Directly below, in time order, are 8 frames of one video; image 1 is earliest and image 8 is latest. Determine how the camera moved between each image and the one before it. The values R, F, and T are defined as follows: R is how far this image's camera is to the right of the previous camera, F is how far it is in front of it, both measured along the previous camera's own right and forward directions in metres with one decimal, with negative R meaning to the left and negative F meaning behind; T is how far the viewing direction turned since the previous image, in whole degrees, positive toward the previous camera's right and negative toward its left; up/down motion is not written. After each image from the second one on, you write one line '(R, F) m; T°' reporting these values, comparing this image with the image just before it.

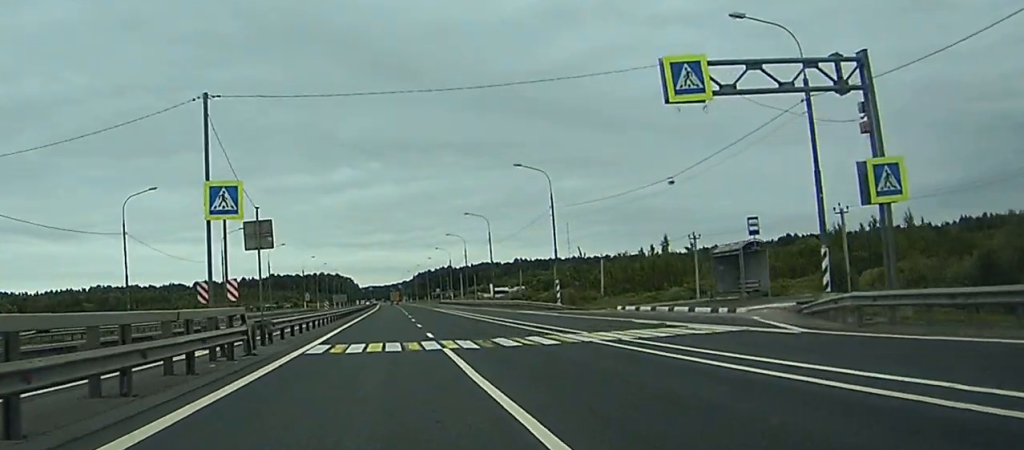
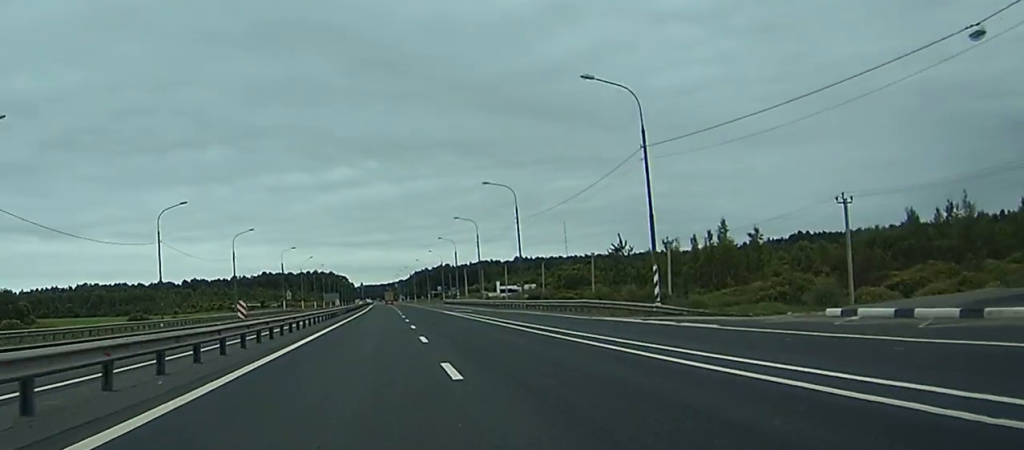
(0.0, +27.8) m; 0°
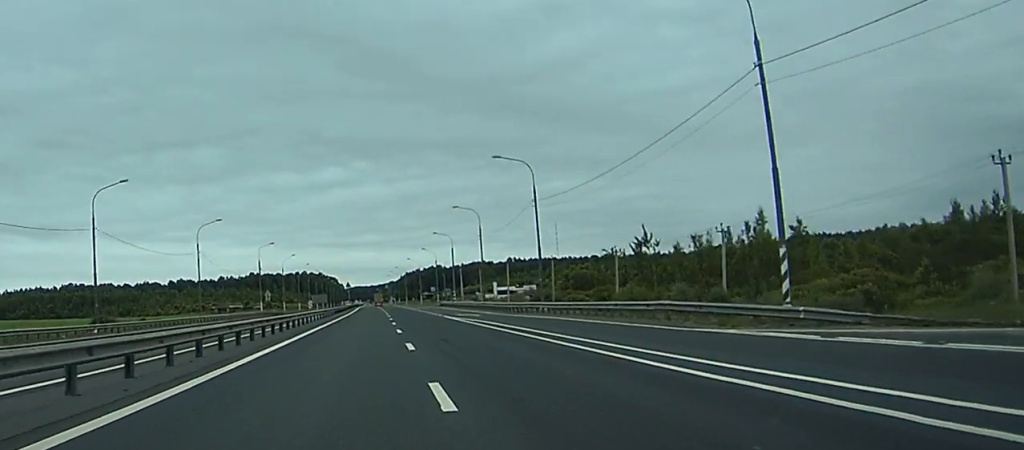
(0.0, +15.6) m; 0°
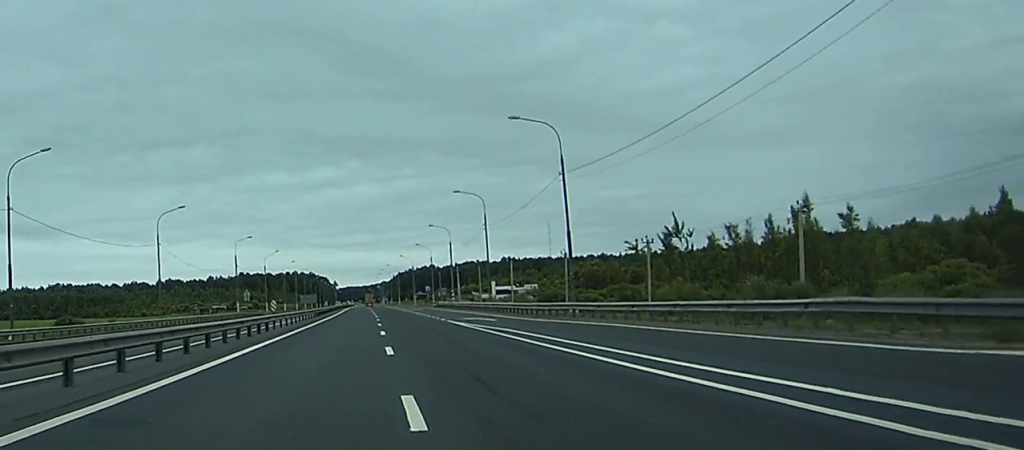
(0.0, +13.6) m; 0°
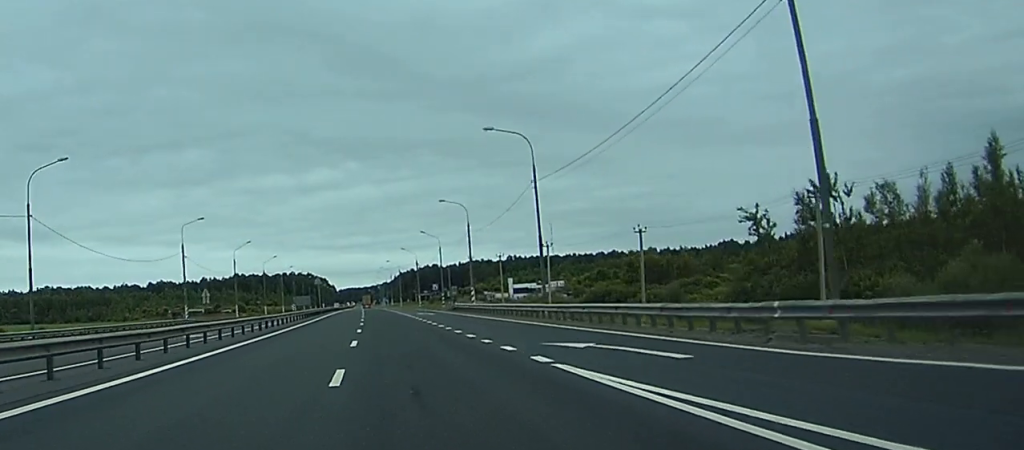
(+0.1, +30.3) m; 0°
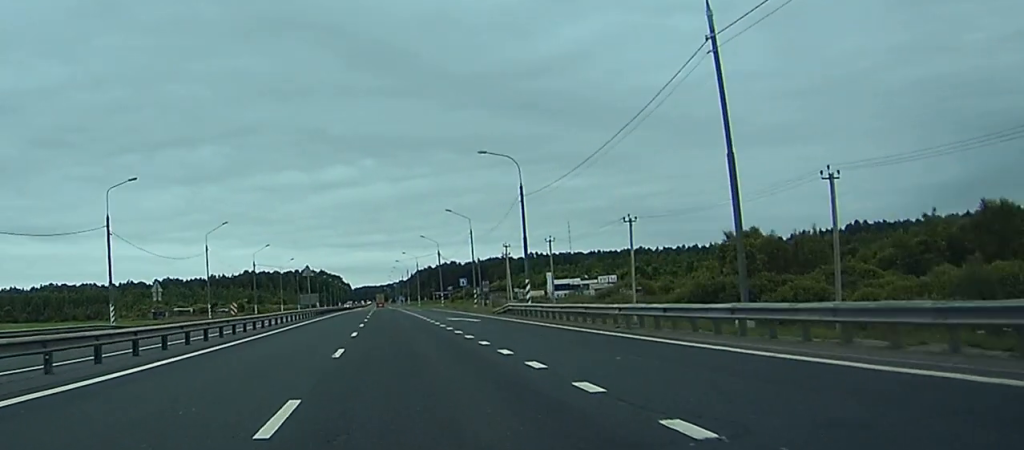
(0.0, +28.2) m; 0°
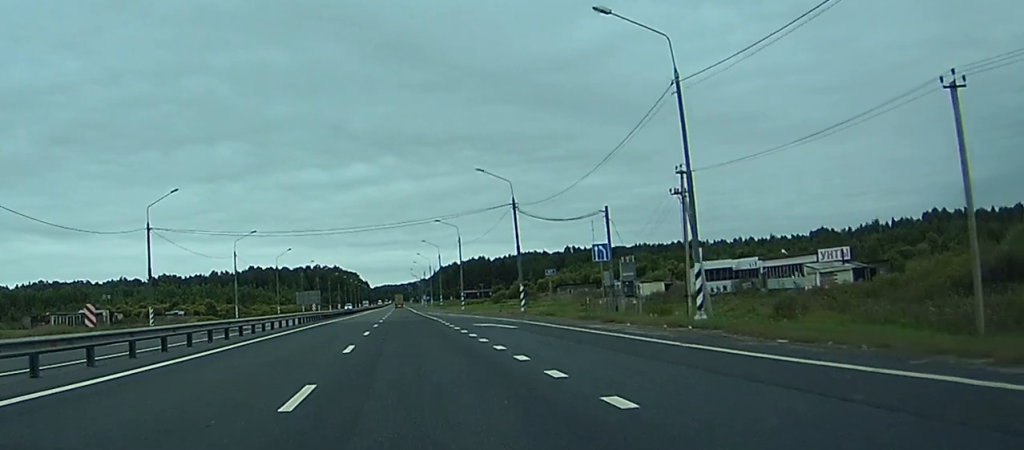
(-0.3, +67.8) m; 0°
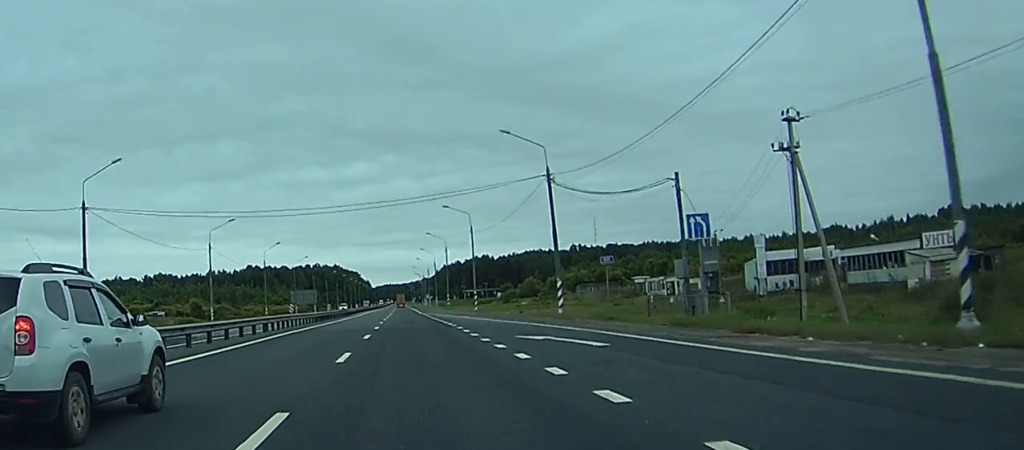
(-0.1, +15.3) m; 0°
